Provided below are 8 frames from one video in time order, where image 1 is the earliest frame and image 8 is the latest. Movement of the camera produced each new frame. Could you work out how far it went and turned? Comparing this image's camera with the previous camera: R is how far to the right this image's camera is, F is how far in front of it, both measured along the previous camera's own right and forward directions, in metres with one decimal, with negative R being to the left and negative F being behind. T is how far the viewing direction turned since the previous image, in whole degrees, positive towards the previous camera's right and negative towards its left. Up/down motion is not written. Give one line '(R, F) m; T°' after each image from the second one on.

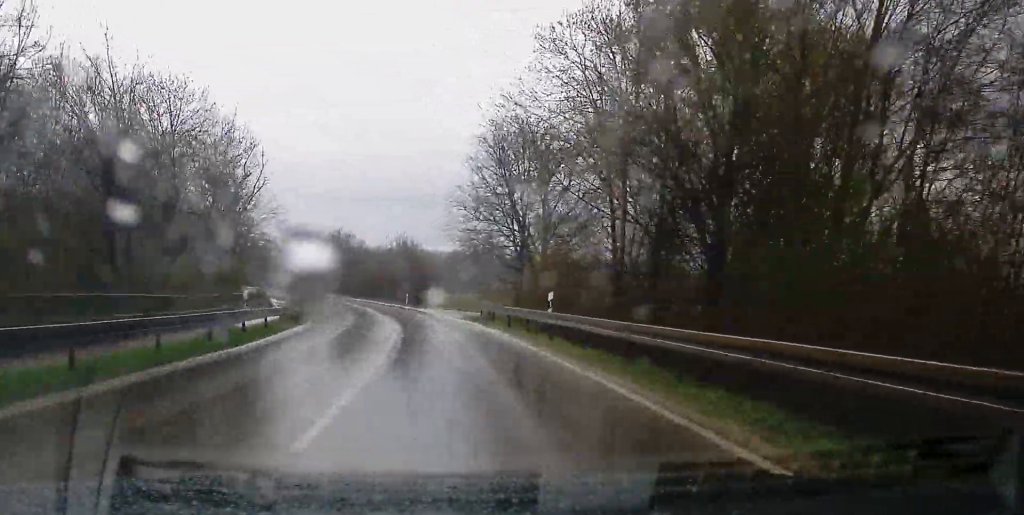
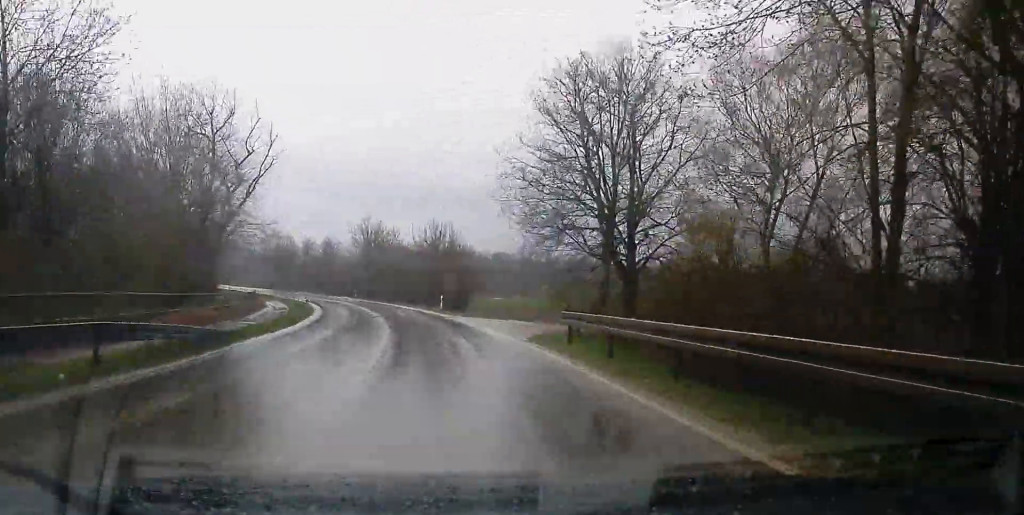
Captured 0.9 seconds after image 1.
(0.0, +19.6) m; -4°
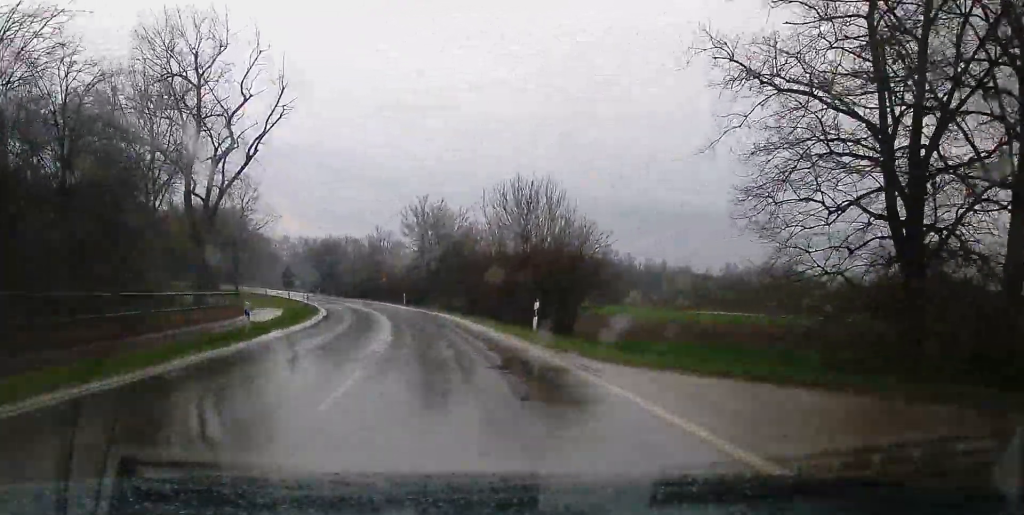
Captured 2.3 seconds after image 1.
(-1.7, +28.0) m; -5°
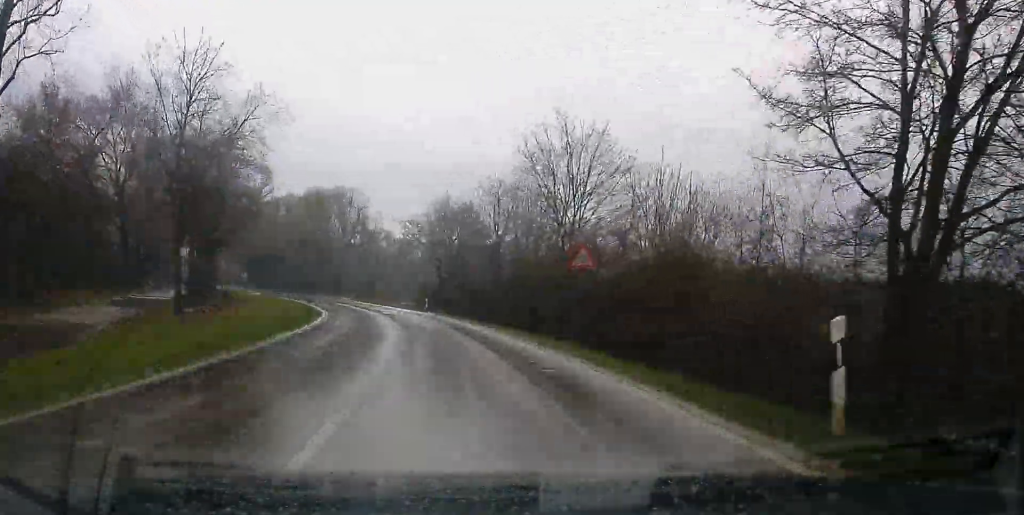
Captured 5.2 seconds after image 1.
(-6.4, +64.4) m; -11°
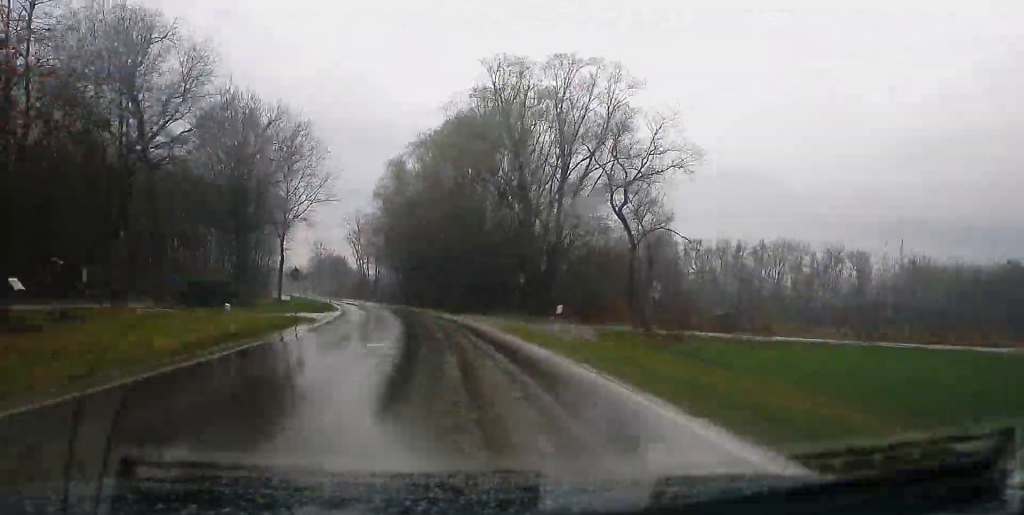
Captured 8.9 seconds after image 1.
(-10.7, +82.1) m; -15°
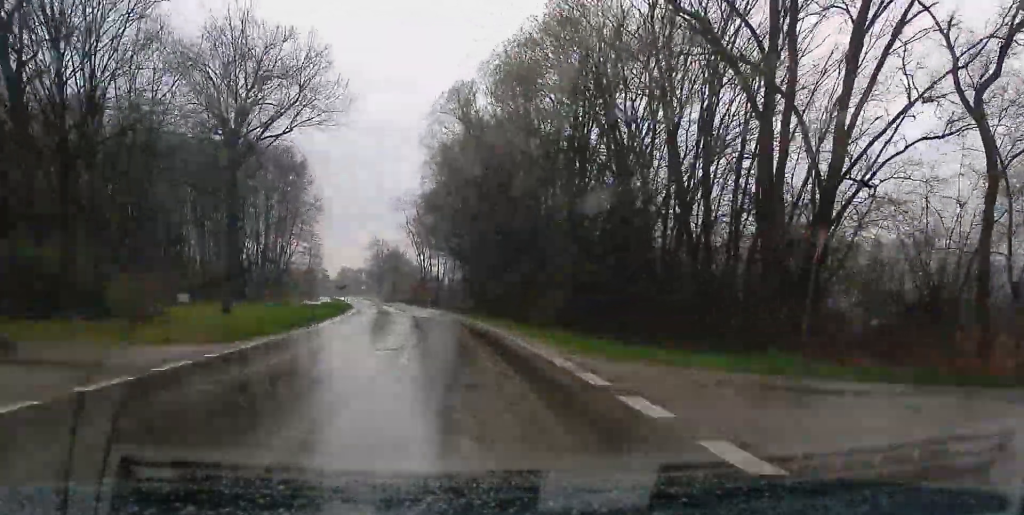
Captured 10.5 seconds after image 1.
(-1.6, +33.9) m; -5°
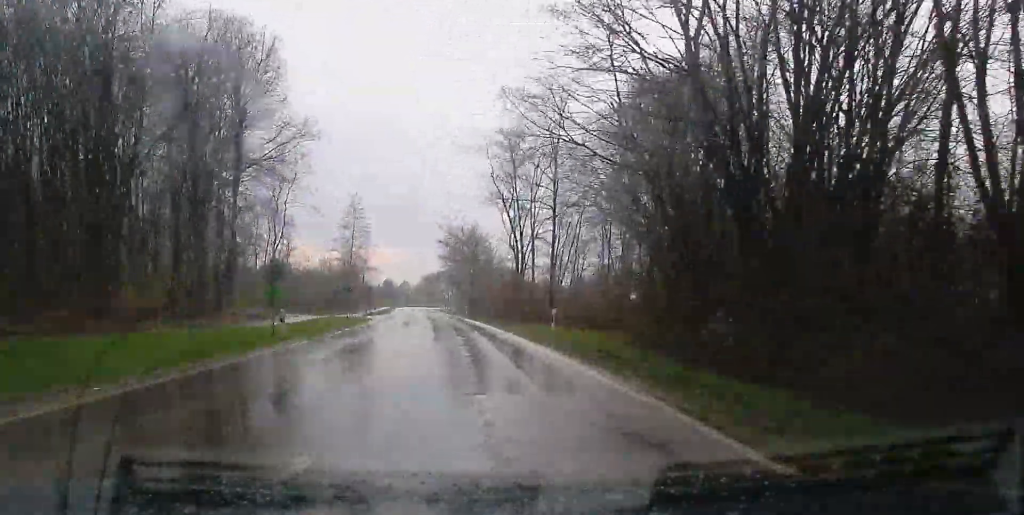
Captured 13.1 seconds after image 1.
(-3.2, +58.3) m; -5°
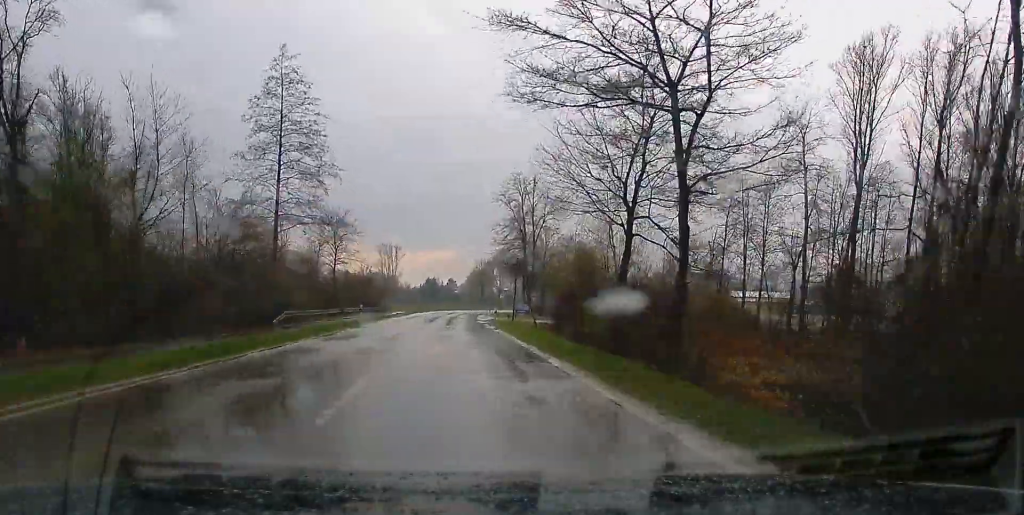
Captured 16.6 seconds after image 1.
(-3.3, +79.3) m; -3°
